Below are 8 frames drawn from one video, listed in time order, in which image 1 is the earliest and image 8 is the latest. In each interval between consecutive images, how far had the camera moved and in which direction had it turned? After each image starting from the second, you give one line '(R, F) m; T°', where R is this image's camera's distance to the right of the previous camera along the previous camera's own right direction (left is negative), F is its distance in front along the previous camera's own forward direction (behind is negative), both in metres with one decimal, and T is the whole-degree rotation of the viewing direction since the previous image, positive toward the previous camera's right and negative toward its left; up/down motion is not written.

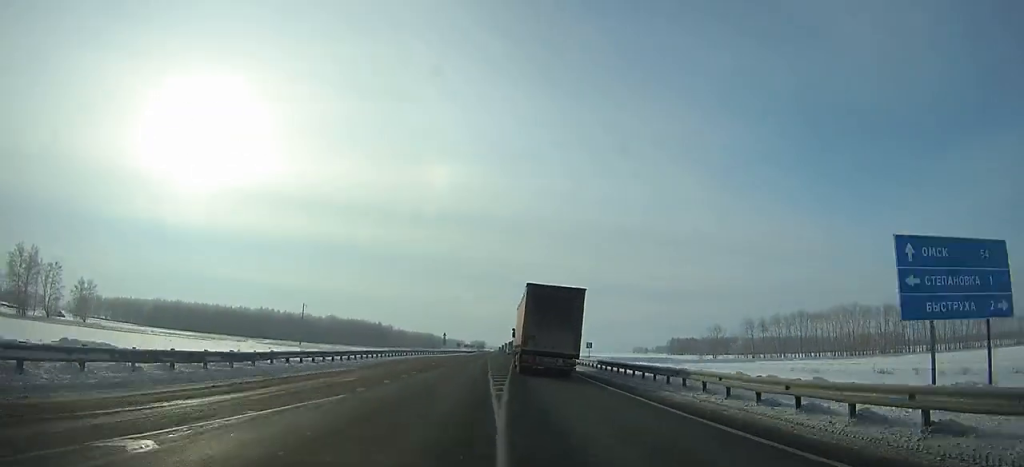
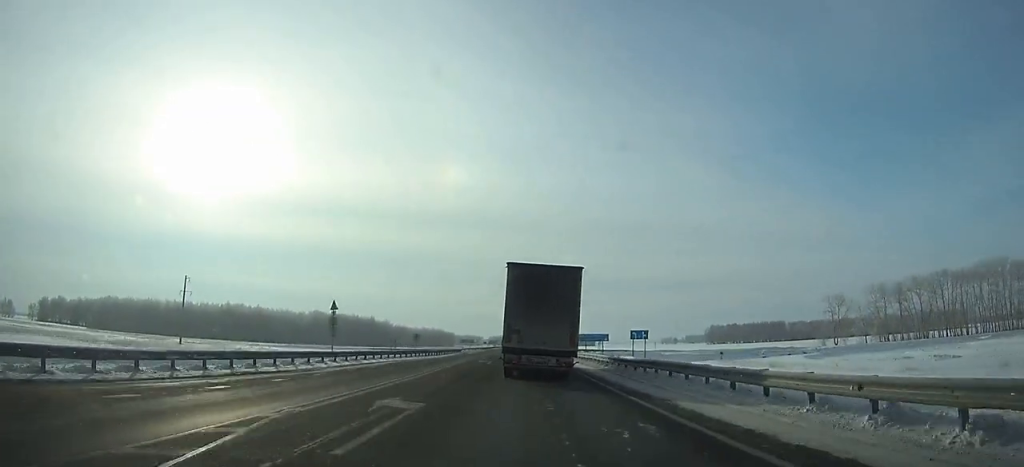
(-1.0, +78.8) m; -1°
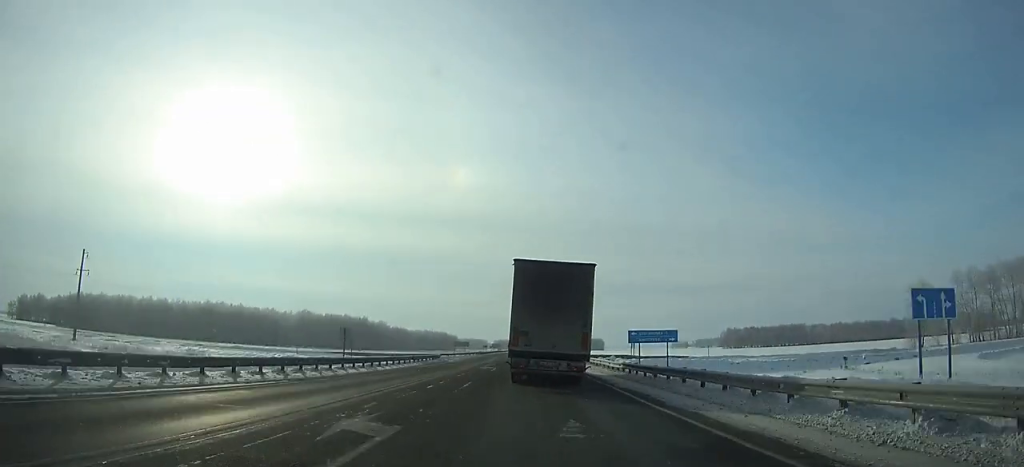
(-0.4, +32.8) m; 0°
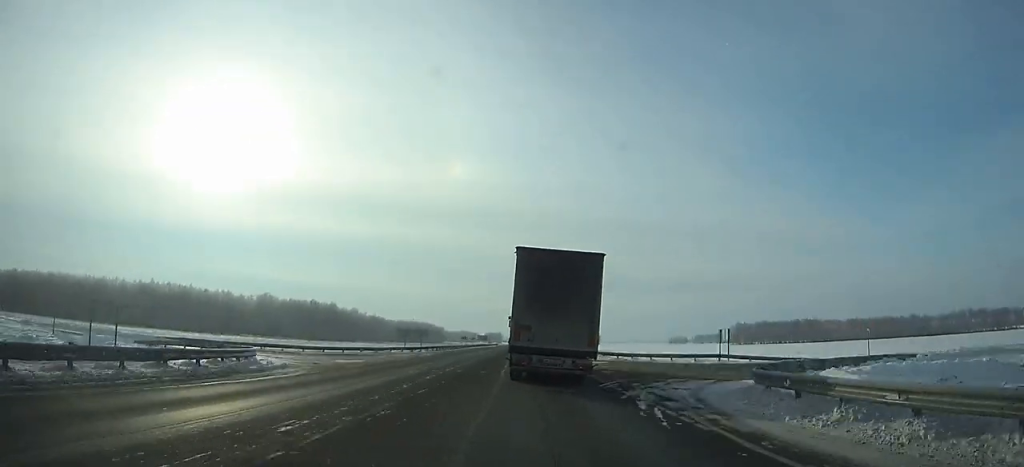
(+0.2, +47.2) m; 0°
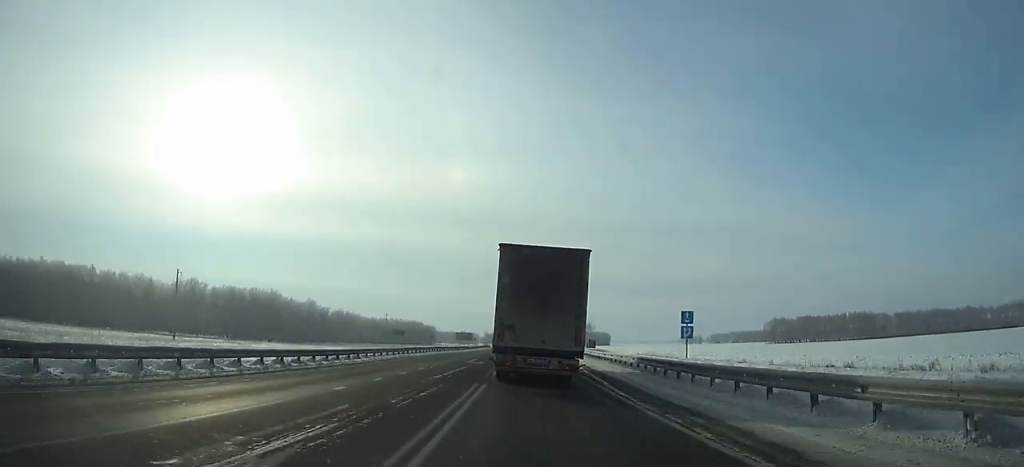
(-0.1, +78.0) m; 0°
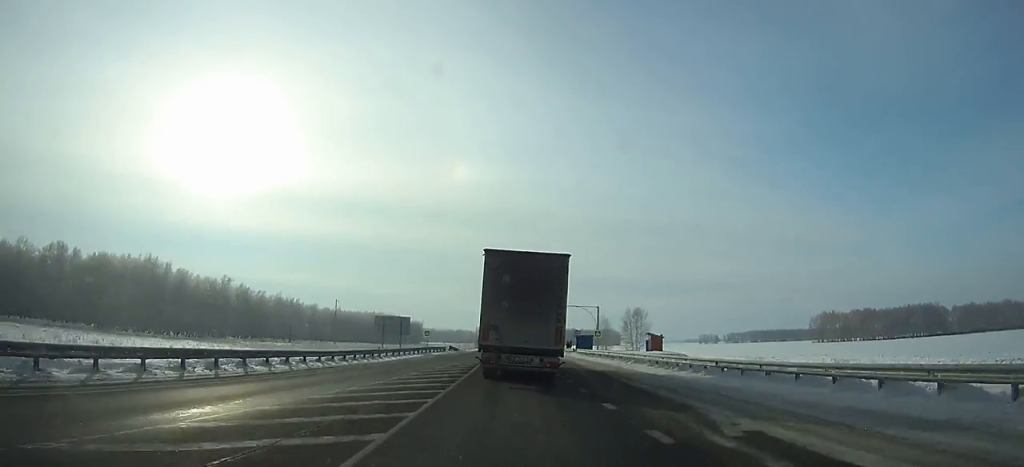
(-0.5, +81.3) m; 0°
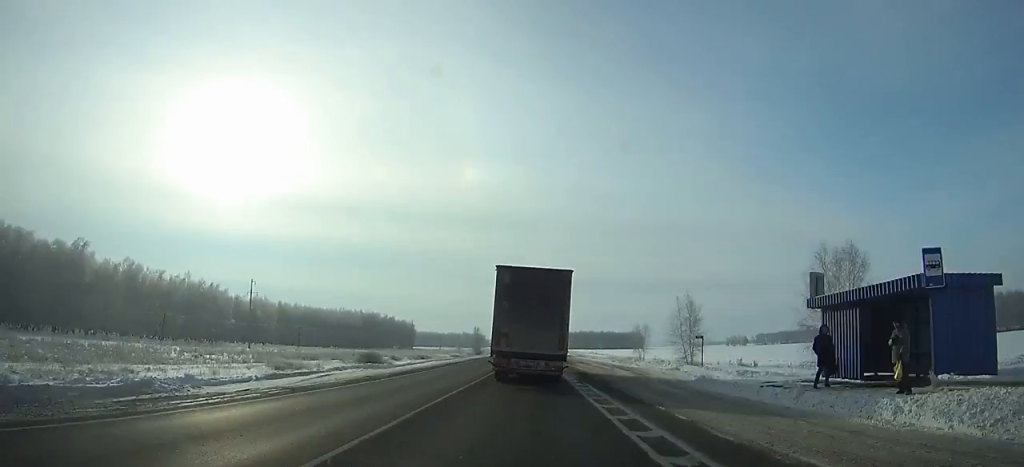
(-0.4, +76.4) m; 0°
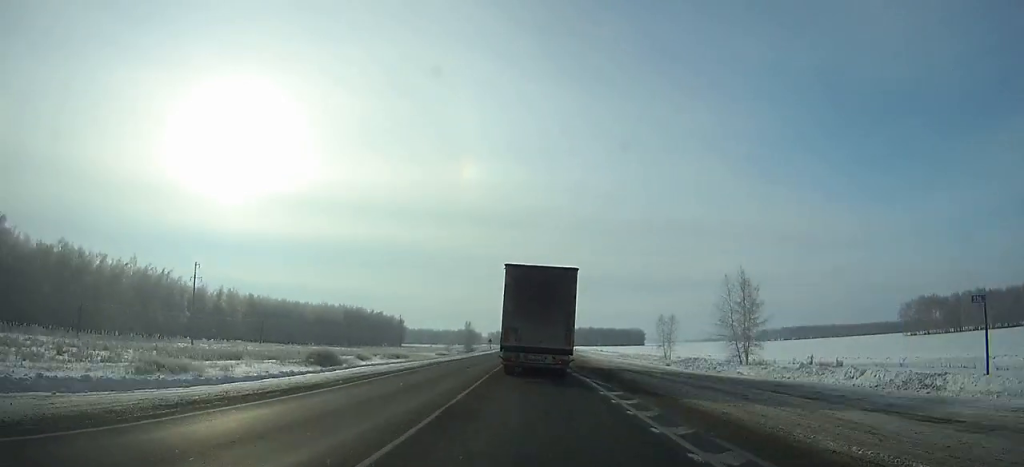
(+0.1, +25.3) m; 0°
